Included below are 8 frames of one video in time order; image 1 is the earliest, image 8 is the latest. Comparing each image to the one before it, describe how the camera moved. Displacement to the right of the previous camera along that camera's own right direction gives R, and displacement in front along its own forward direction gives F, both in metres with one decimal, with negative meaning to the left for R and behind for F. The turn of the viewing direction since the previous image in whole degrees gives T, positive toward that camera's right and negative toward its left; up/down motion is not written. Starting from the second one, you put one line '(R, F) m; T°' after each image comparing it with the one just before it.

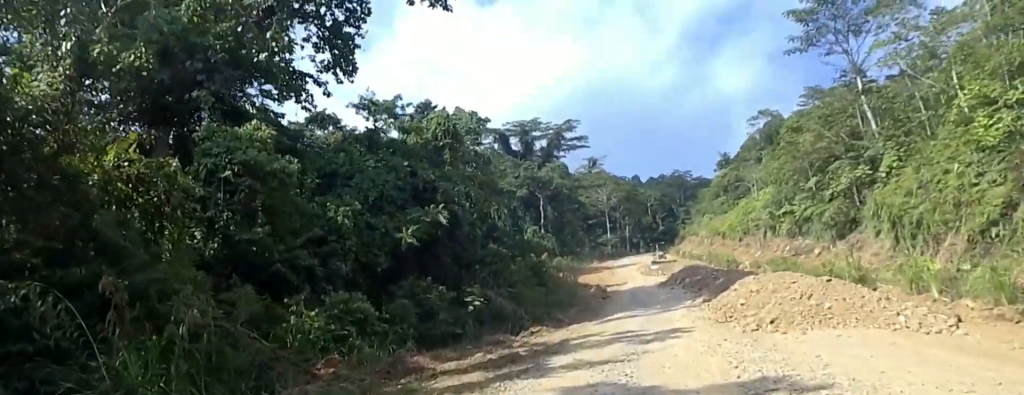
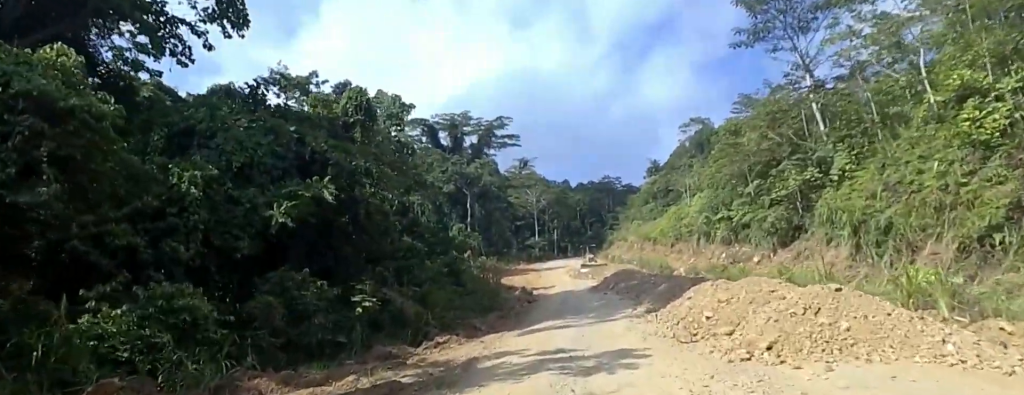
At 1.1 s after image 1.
(+0.1, +5.5) m; +1°
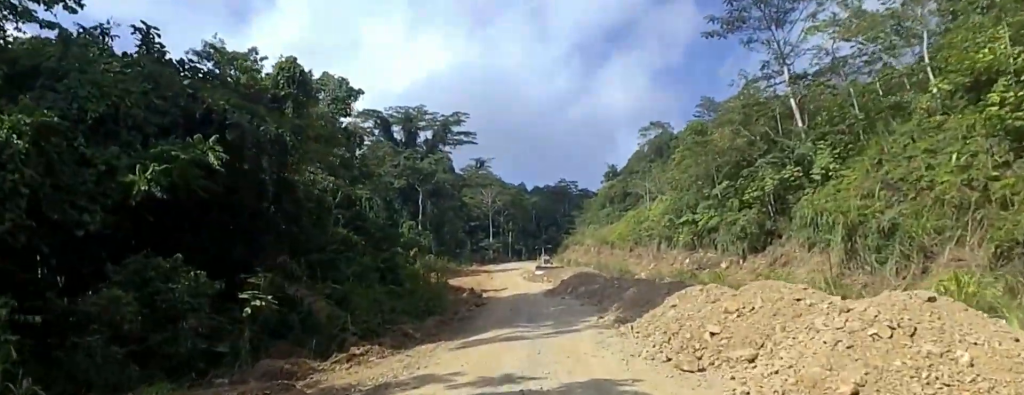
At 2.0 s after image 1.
(0.0, +4.4) m; 0°
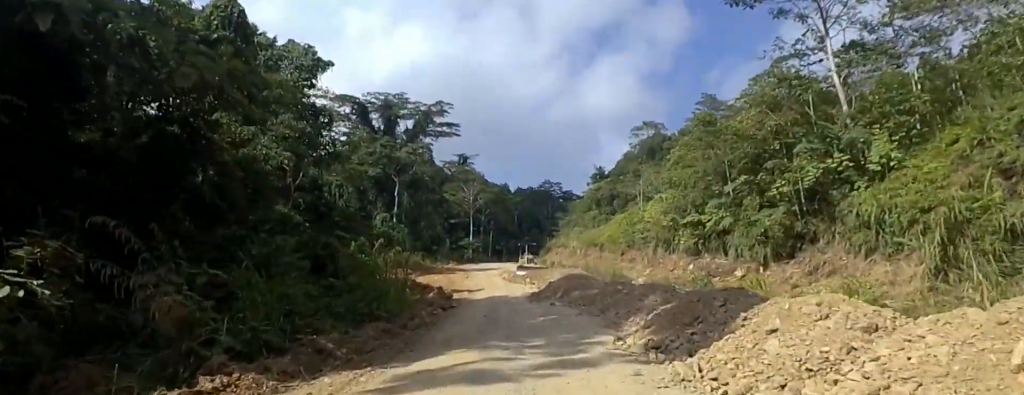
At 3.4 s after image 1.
(0.0, +6.4) m; 0°
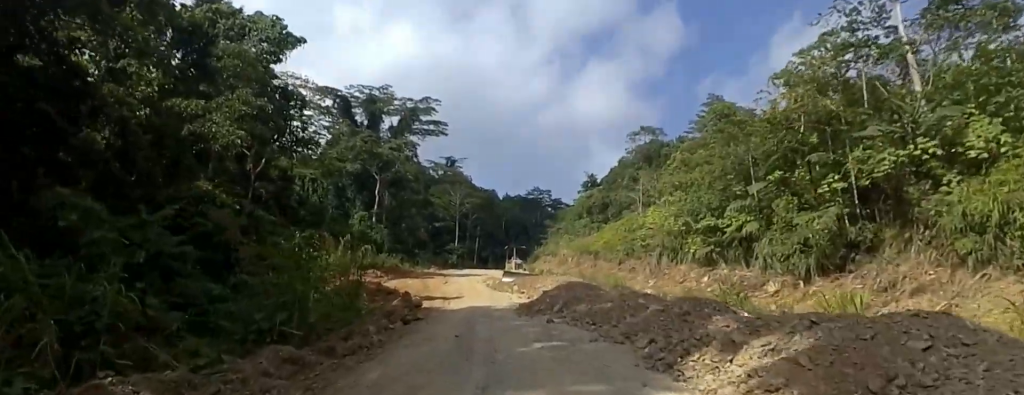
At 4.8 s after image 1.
(0.0, +5.4) m; 0°
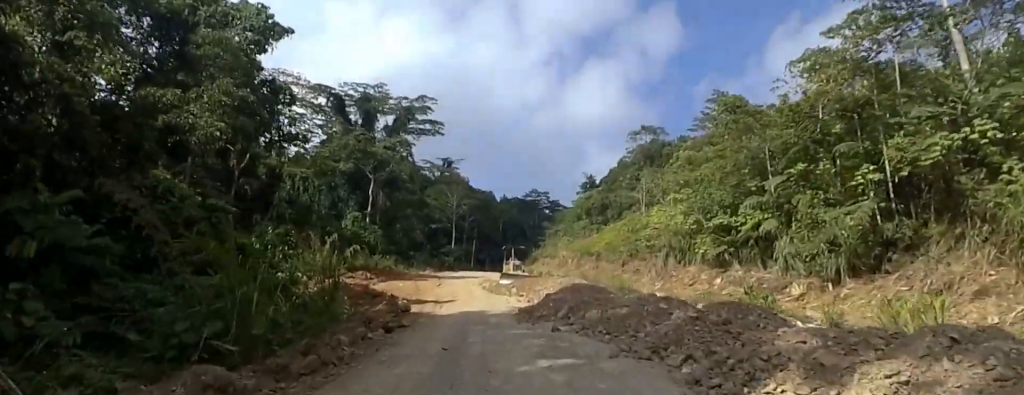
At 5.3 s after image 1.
(0.0, +2.2) m; -1°
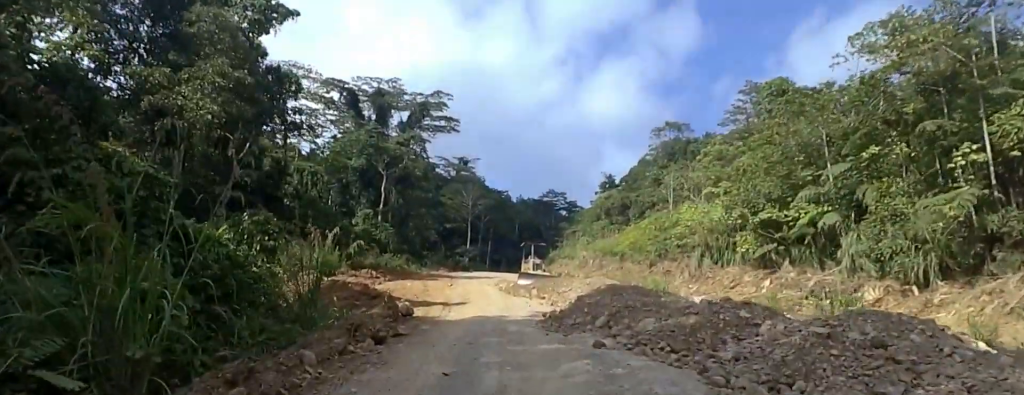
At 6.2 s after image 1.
(0.0, +3.2) m; -3°
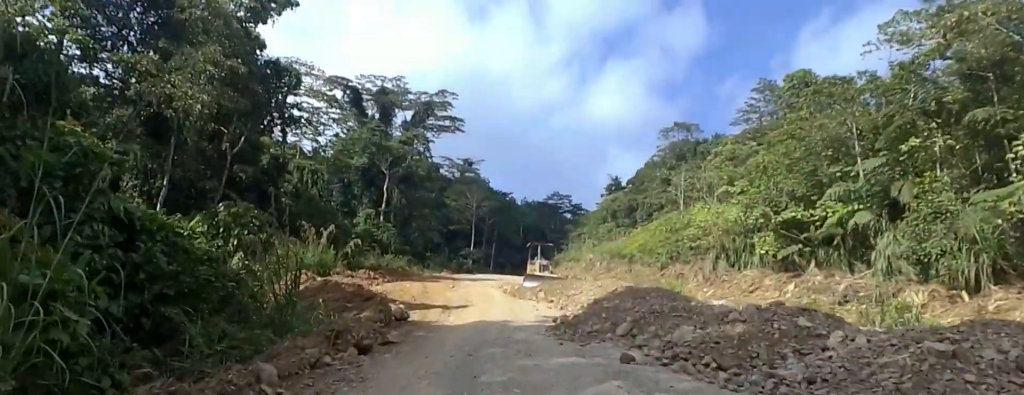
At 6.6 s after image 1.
(-0.1, +1.8) m; -2°
